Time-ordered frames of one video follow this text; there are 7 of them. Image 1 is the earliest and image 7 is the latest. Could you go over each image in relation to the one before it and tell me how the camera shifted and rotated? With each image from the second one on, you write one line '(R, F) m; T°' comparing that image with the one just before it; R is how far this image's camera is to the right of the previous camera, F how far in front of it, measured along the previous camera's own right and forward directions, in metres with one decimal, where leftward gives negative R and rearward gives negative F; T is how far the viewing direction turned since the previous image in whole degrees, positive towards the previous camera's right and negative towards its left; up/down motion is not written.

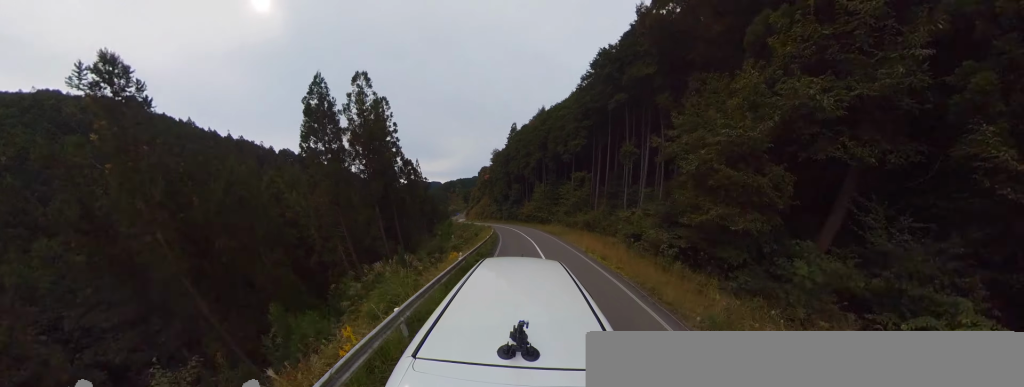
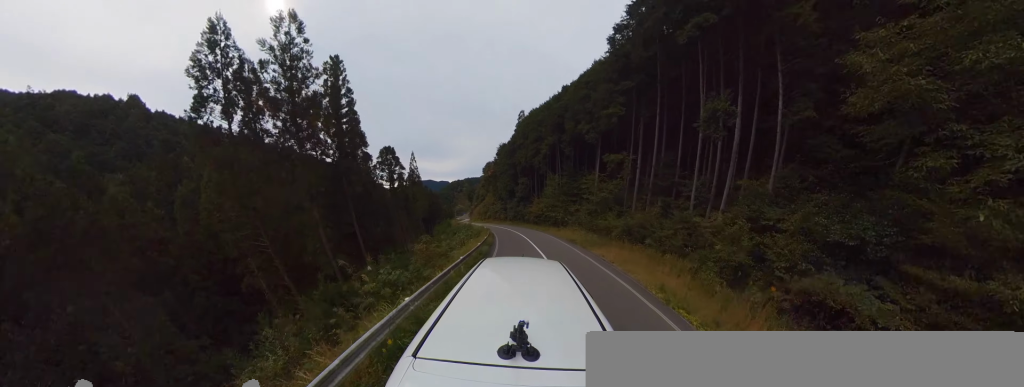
(+0.5, +8.2) m; -1°
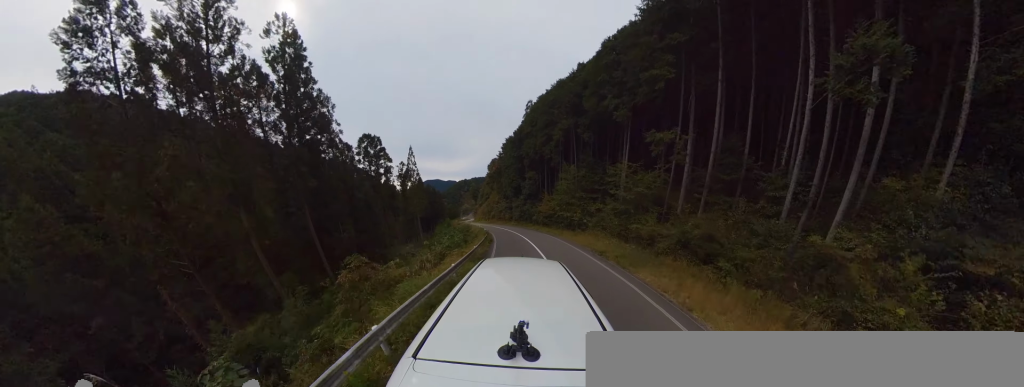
(-0.3, +5.1) m; -3°
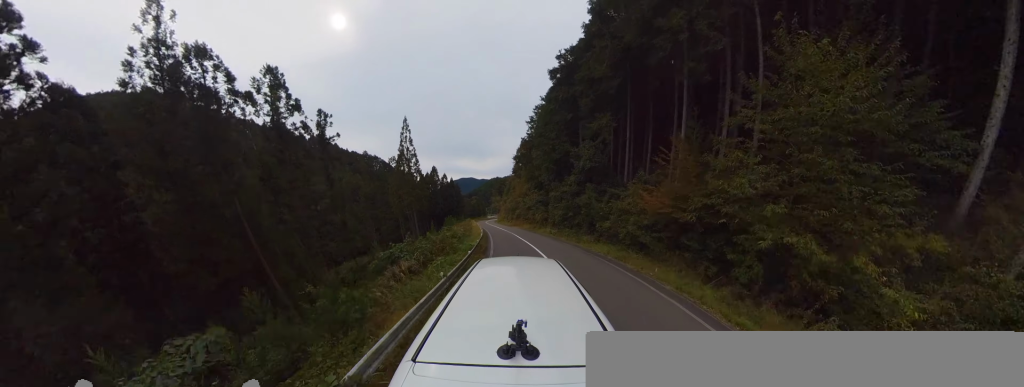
(-1.6, +17.4) m; -9°
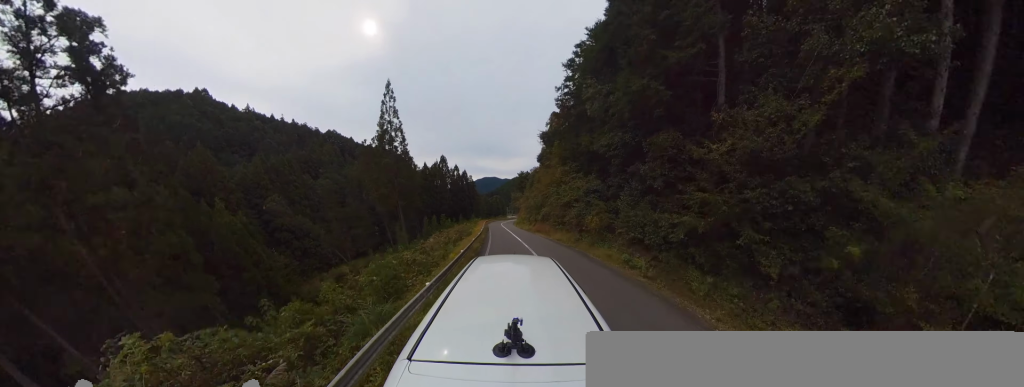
(-0.5, +12.6) m; -5°
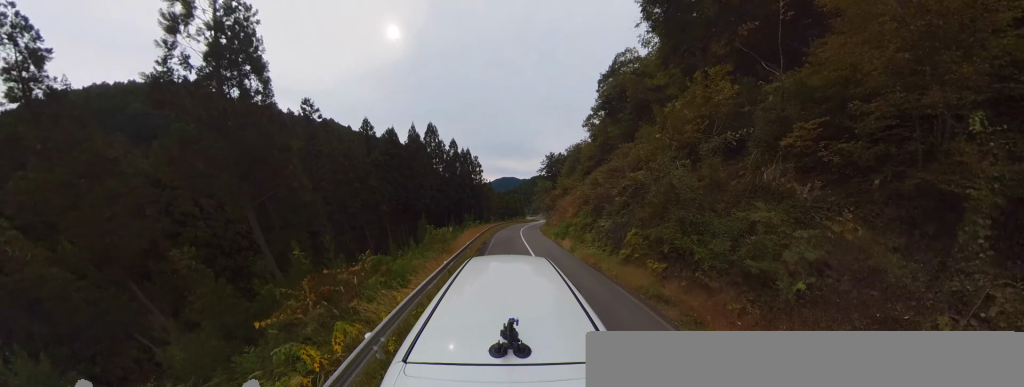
(-1.3, +22.1) m; -3°
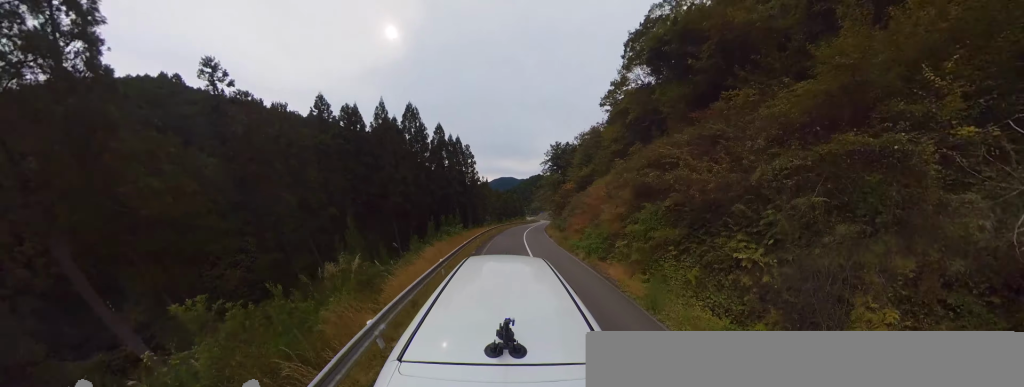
(-0.1, +7.5) m; +2°
